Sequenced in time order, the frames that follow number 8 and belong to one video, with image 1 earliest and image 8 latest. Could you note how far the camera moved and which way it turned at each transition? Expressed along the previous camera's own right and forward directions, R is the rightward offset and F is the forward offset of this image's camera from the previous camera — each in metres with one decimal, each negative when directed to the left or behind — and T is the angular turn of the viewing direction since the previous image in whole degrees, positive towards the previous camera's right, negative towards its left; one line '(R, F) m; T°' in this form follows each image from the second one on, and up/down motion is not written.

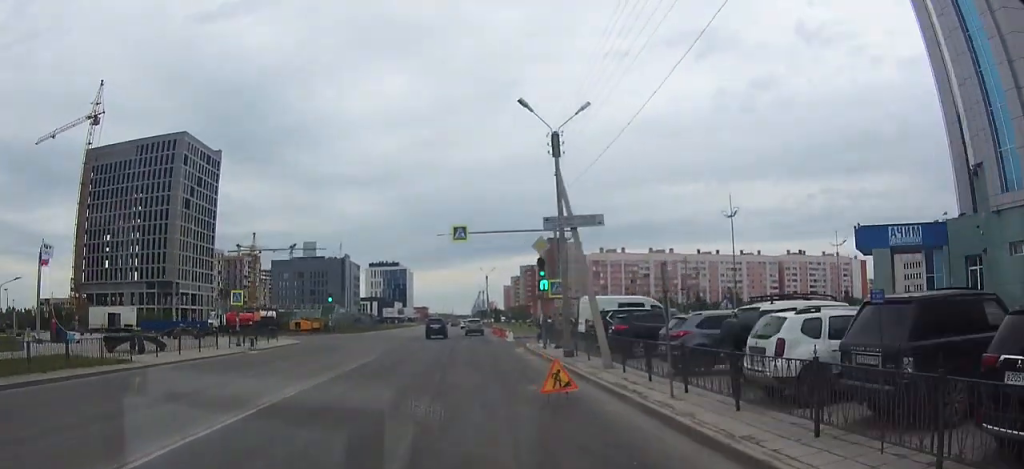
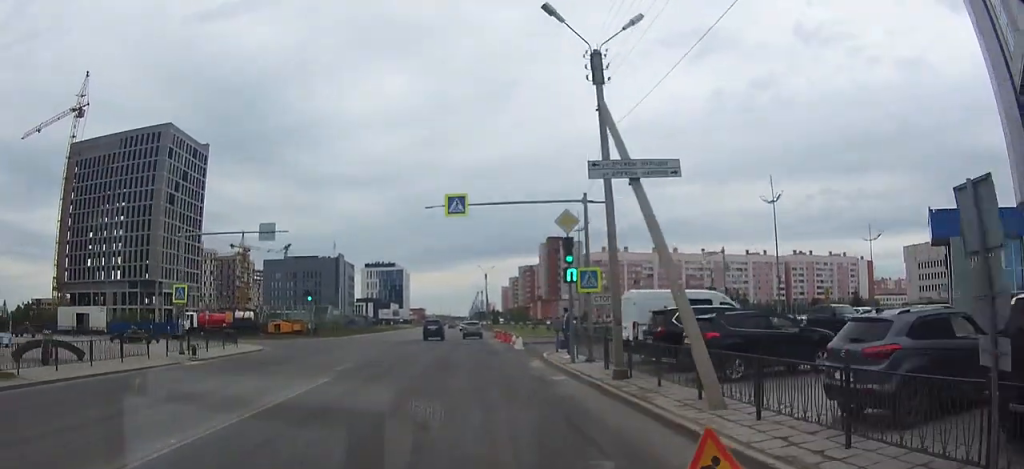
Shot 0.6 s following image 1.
(0.0, +8.3) m; 0°
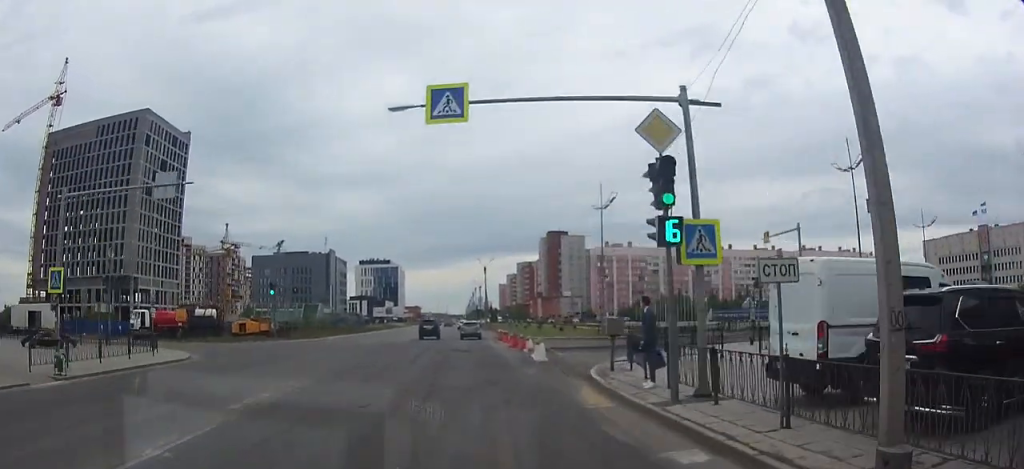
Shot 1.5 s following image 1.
(+0.1, +11.2) m; 0°
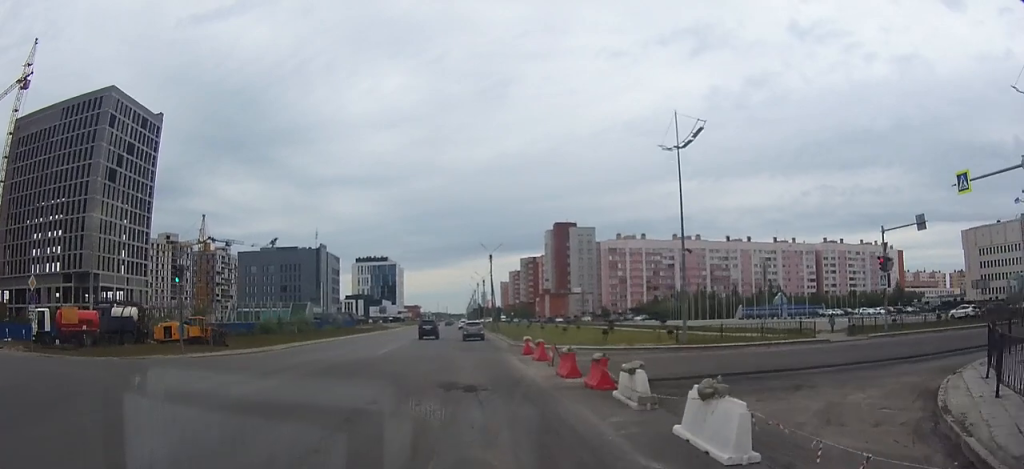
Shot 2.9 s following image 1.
(0.0, +17.6) m; +1°
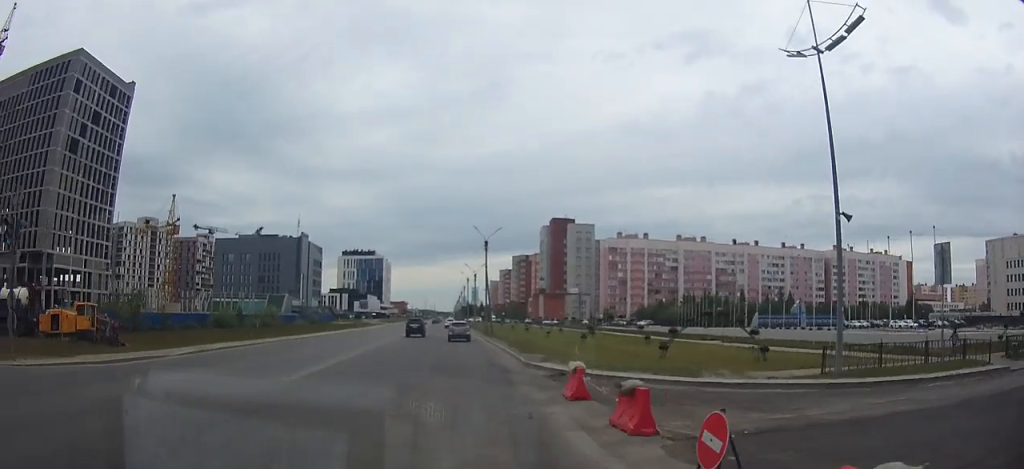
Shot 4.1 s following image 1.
(+0.2, +14.2) m; +1°
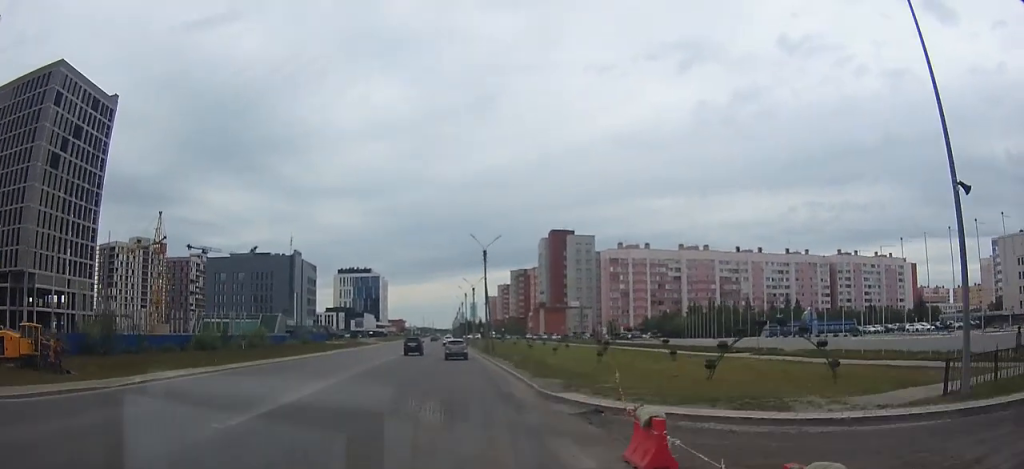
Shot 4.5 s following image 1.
(0.0, +5.6) m; 0°
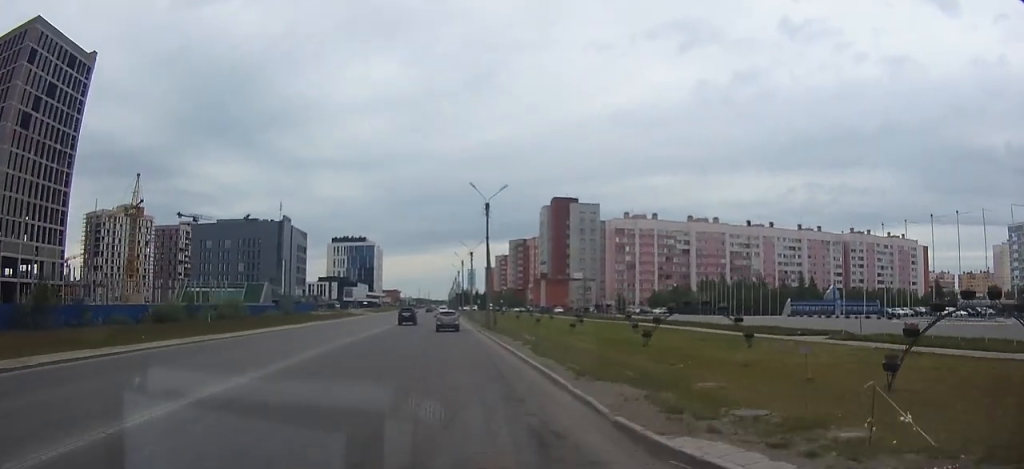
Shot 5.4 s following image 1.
(0.0, +10.7) m; 0°
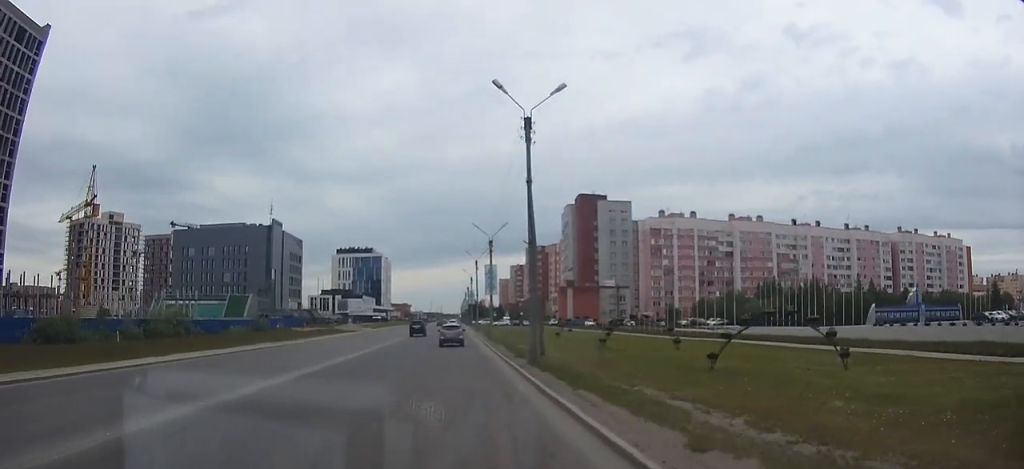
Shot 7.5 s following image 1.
(-0.3, +24.0) m; -2°
